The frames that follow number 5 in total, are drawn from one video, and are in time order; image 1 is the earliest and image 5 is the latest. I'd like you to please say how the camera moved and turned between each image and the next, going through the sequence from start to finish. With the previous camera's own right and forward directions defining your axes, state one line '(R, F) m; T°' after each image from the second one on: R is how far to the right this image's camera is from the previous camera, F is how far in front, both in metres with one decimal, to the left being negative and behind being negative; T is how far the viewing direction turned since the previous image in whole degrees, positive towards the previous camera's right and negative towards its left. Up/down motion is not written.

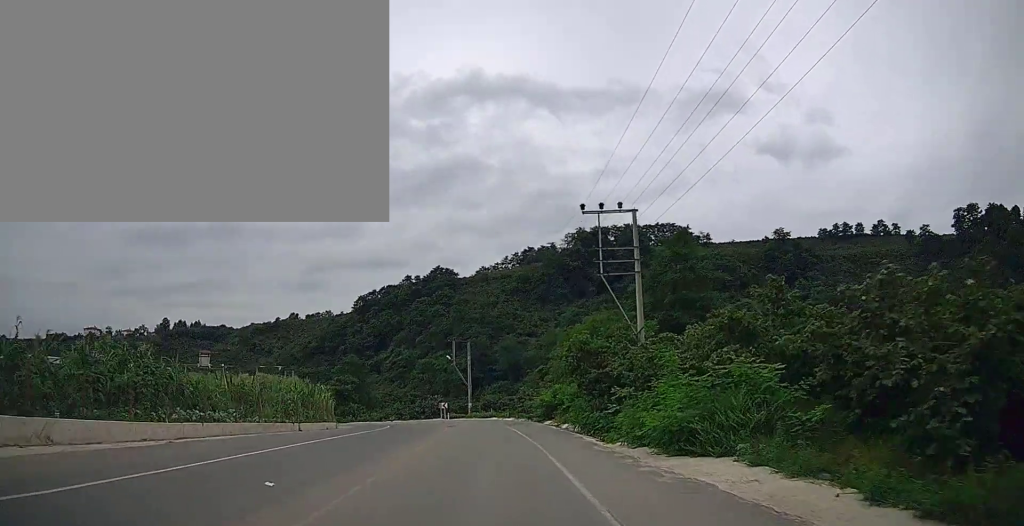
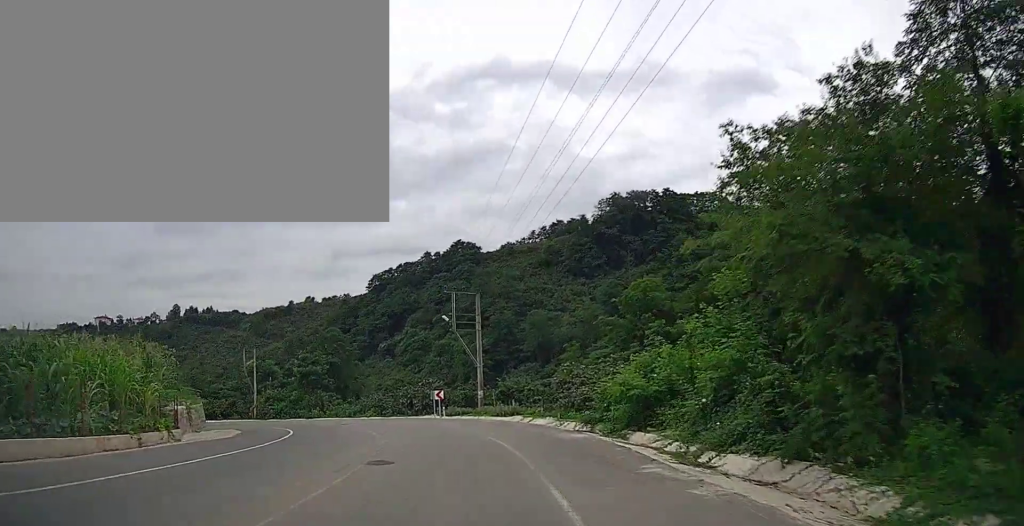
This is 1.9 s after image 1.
(0.0, +24.3) m; -1°
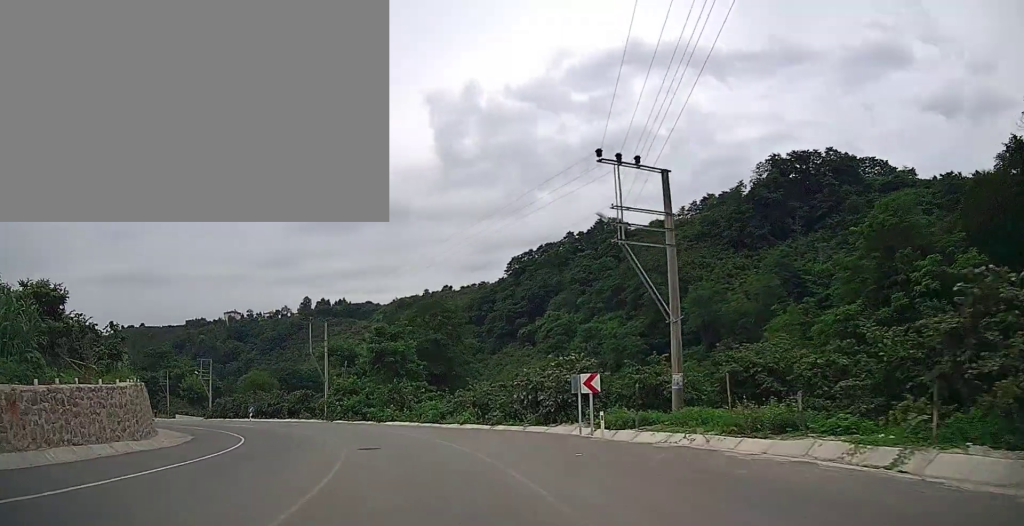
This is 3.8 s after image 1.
(-1.7, +22.0) m; -13°
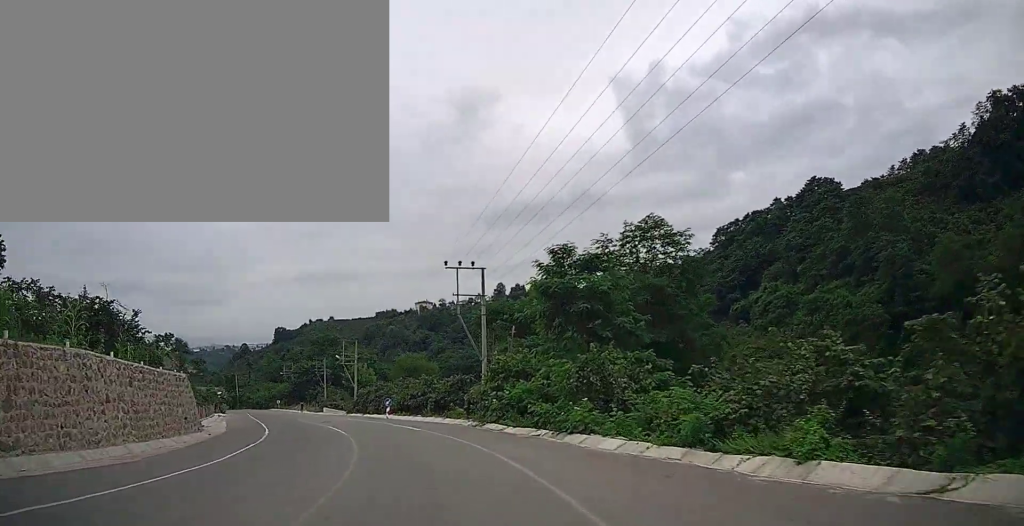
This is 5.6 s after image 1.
(-3.3, +19.1) m; -19°
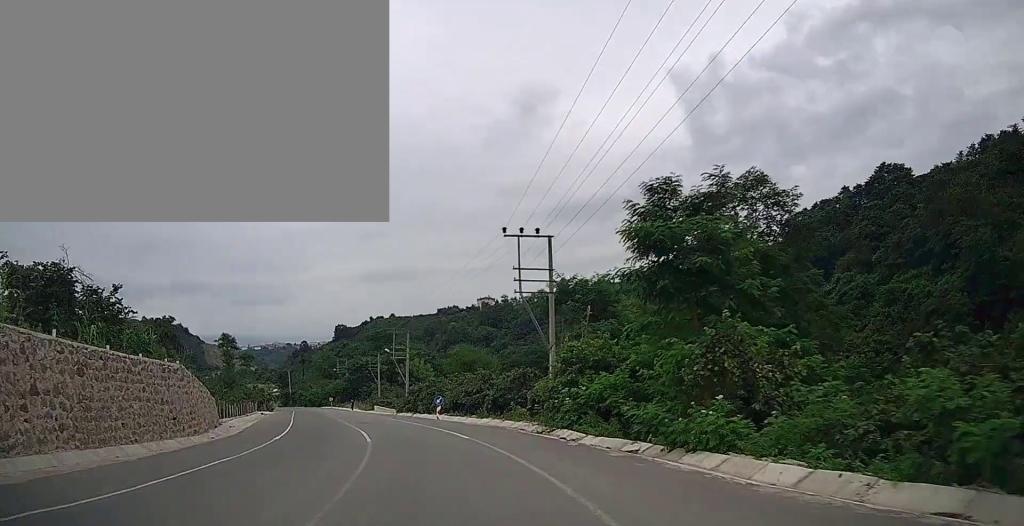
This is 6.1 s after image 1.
(-0.2, +5.7) m; -6°
